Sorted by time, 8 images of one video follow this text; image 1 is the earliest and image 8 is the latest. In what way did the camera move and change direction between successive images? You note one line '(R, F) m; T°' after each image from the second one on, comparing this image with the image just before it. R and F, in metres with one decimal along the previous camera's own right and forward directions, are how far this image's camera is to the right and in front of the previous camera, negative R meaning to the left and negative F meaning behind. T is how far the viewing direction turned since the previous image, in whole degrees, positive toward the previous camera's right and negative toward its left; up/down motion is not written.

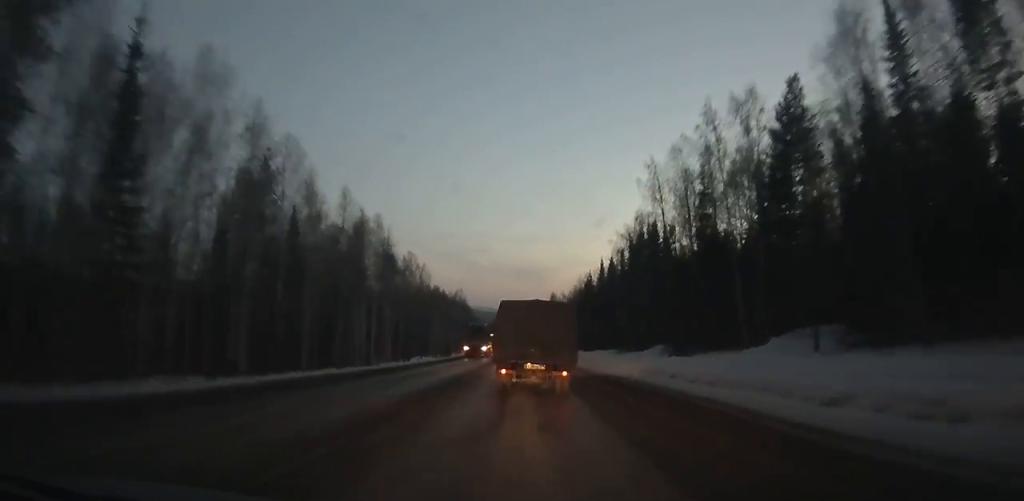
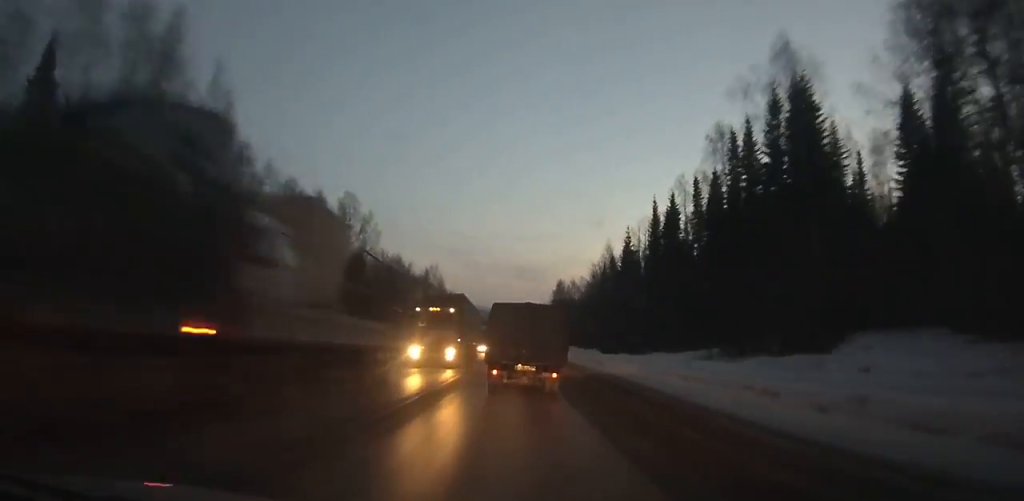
(0.0, +46.0) m; 0°
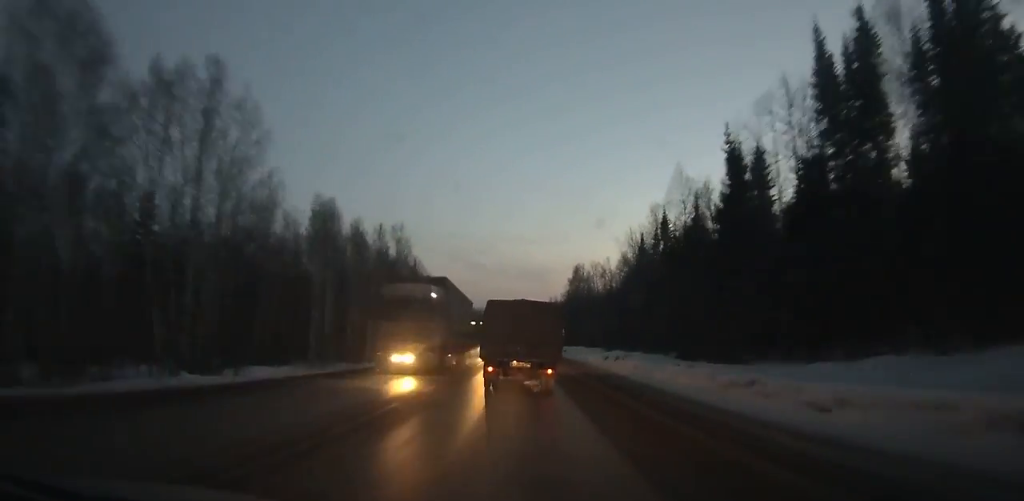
(-0.2, +38.1) m; 0°
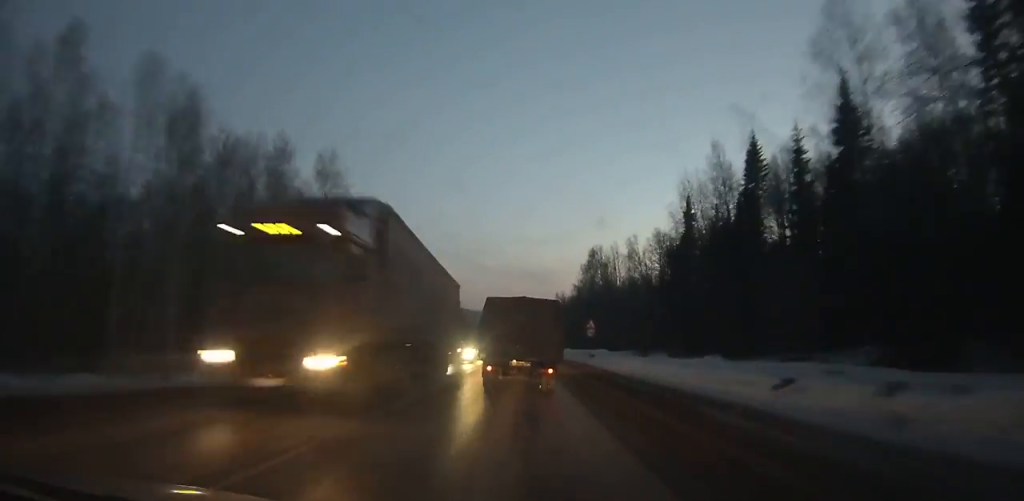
(-0.1, +29.6) m; 0°
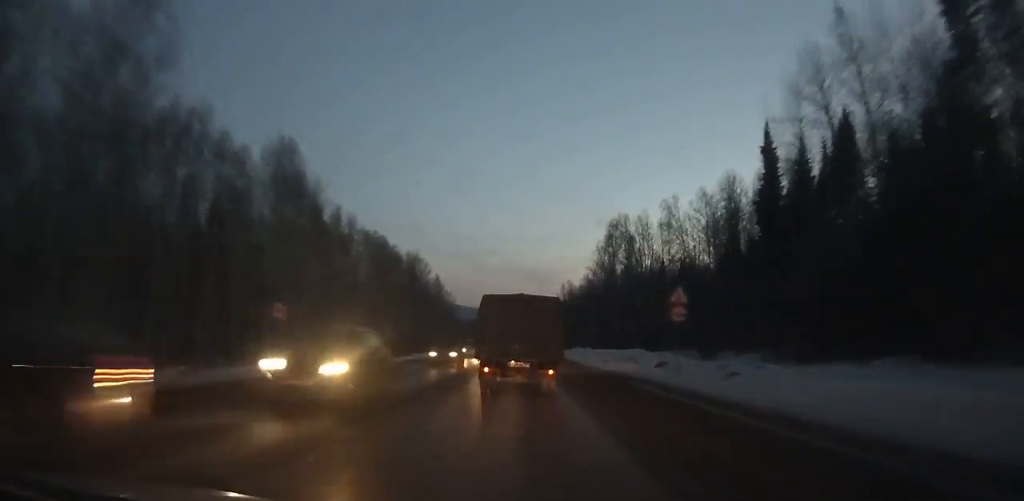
(0.0, +26.2) m; 0°
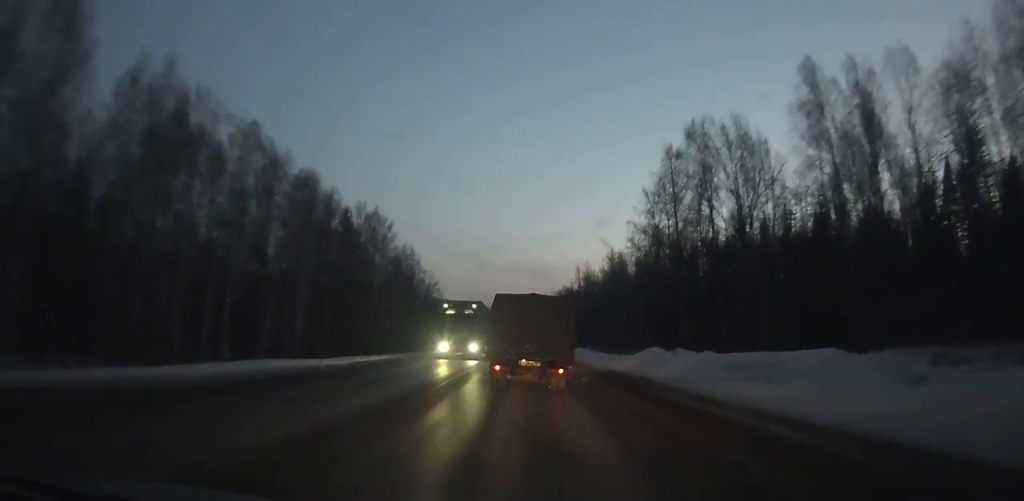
(0.0, +38.4) m; 0°
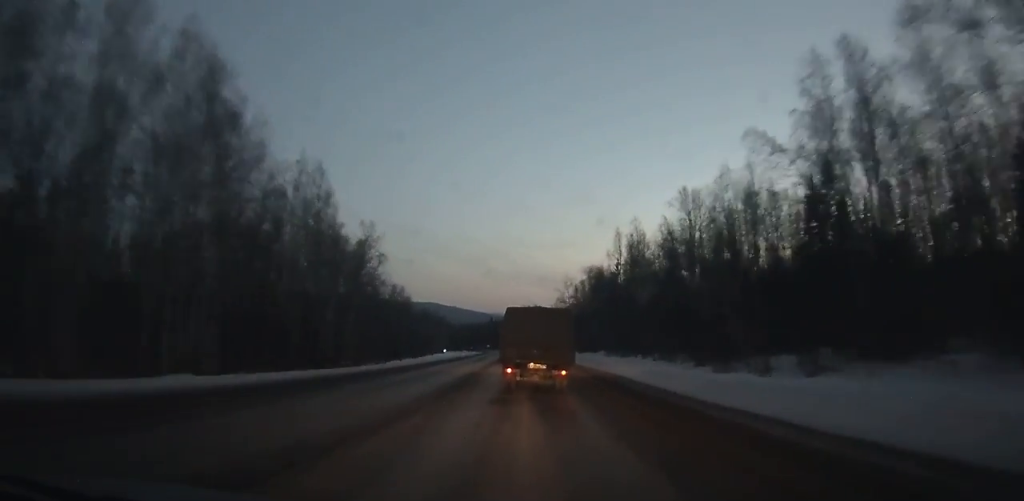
(-0.2, +55.7) m; -1°
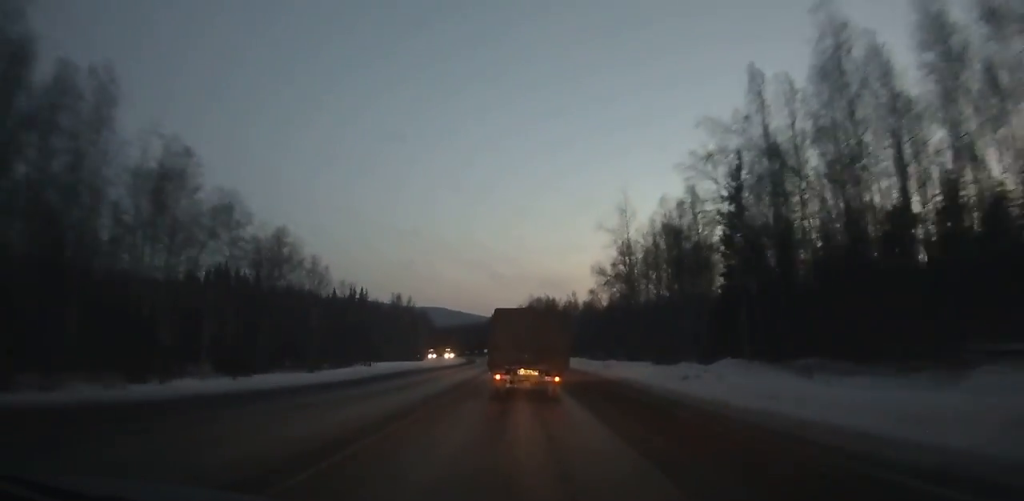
(-0.3, +56.6) m; -1°
